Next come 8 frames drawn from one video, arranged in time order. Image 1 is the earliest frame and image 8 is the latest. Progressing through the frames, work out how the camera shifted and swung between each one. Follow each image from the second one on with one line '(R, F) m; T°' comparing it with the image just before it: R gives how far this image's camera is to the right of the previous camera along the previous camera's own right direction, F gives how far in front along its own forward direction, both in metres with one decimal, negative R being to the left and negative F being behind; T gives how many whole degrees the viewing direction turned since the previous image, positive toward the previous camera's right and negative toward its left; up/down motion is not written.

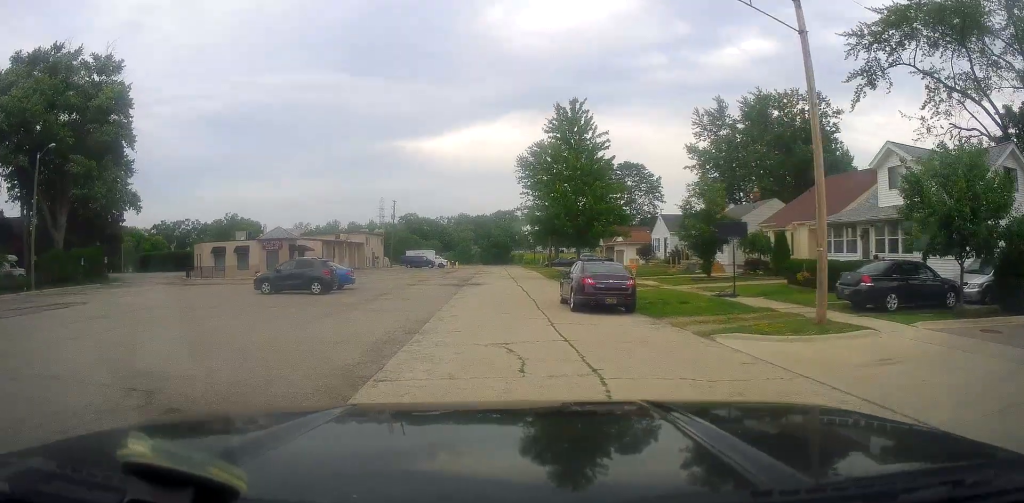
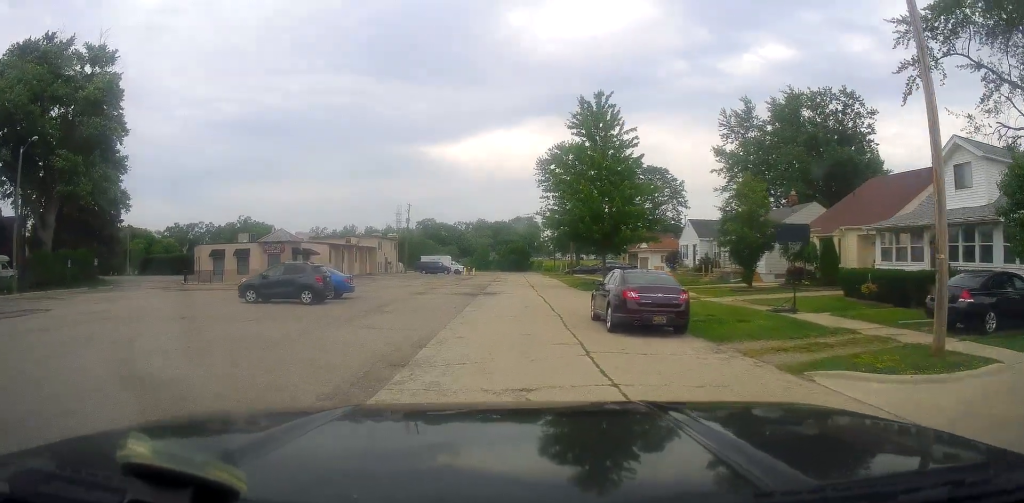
(+0.1, +3.5) m; -5°
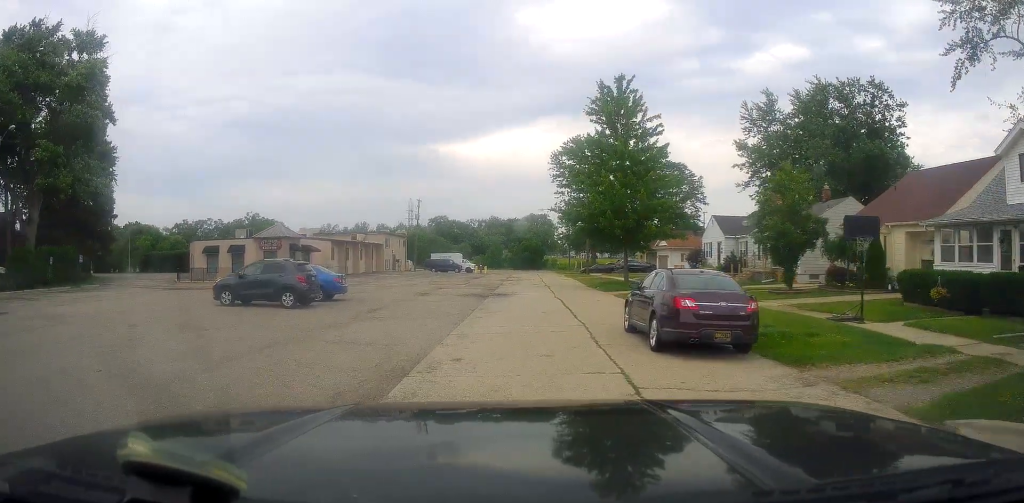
(-0.2, +3.3) m; -4°
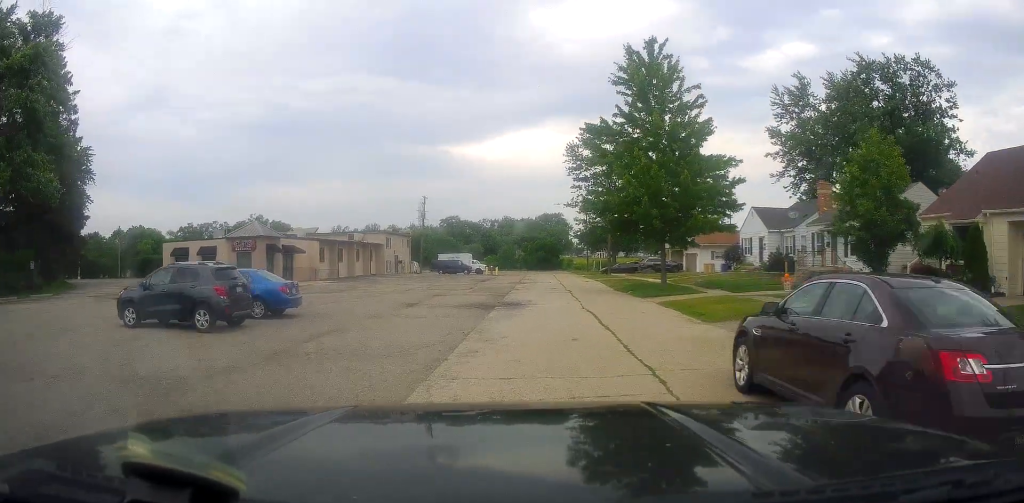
(-0.6, +6.9) m; -11°
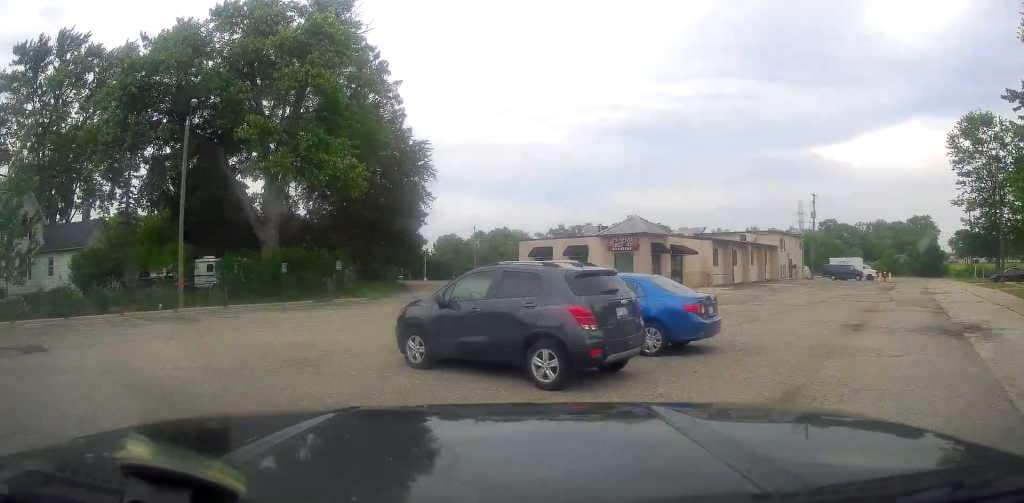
(-1.8, +7.6) m; -29°
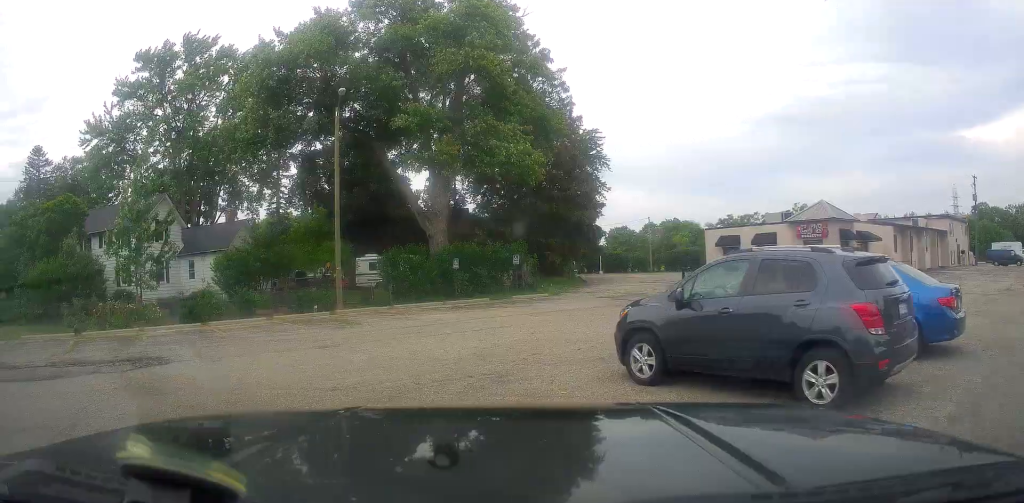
(-0.1, +2.5) m; -10°
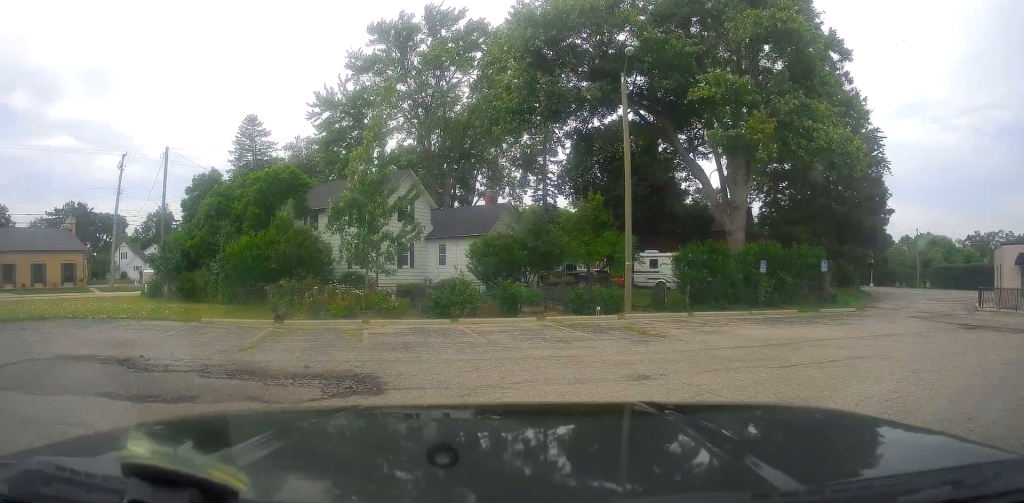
(-1.6, +4.9) m; -31°
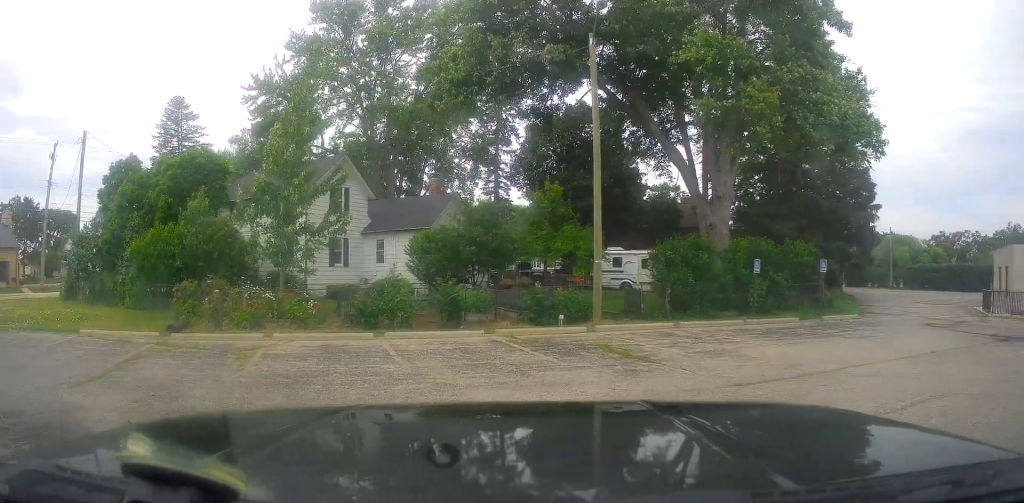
(-0.3, +4.1) m; +13°
